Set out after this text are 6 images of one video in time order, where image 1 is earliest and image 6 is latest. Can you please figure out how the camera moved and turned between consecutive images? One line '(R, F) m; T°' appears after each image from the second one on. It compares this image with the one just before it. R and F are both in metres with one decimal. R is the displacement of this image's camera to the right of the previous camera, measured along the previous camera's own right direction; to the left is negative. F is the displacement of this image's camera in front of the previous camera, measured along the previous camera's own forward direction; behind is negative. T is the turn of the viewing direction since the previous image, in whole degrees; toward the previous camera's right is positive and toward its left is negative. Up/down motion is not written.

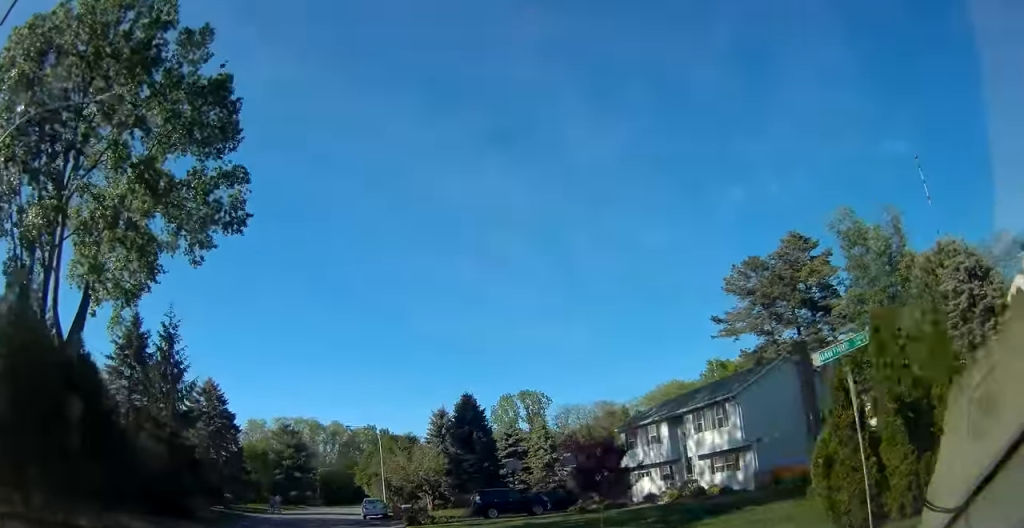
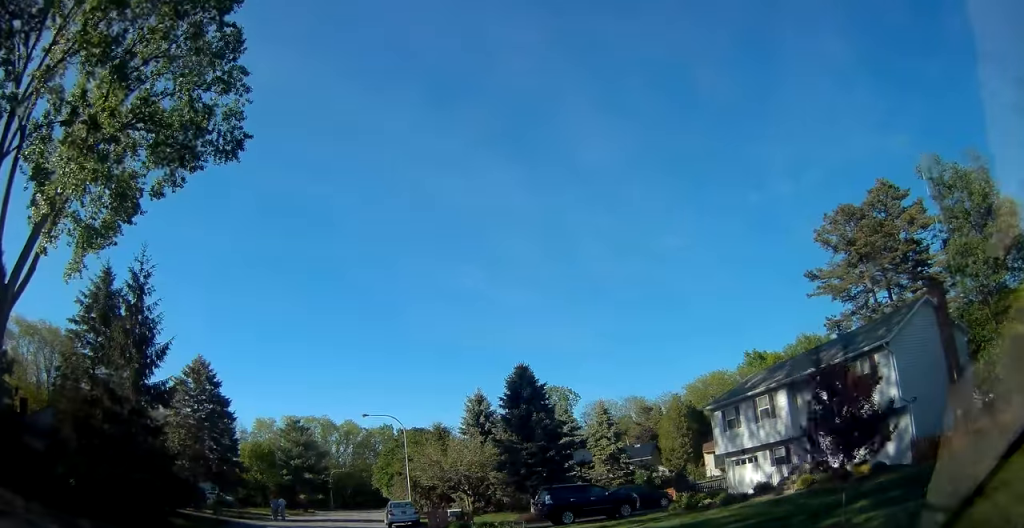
(-0.2, +9.4) m; -1°
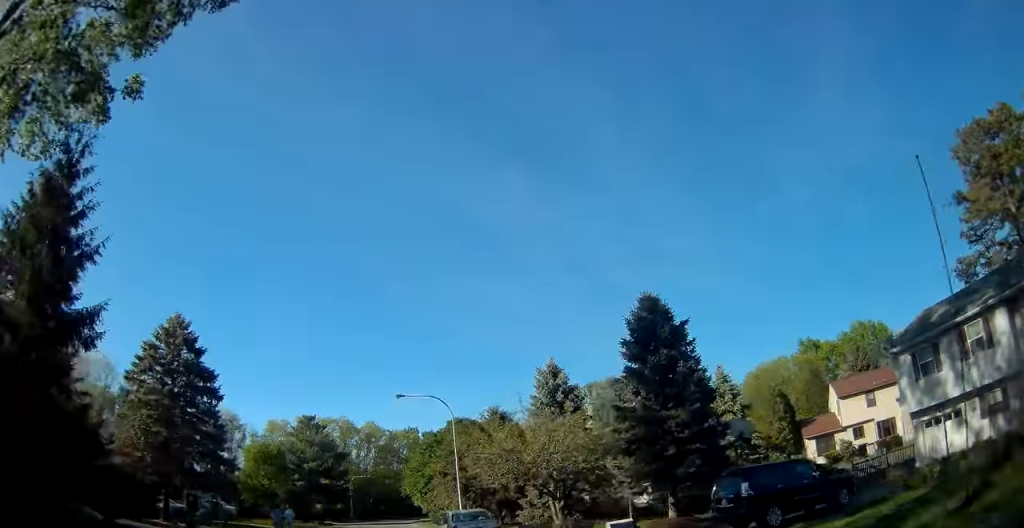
(-0.2, +12.1) m; -1°
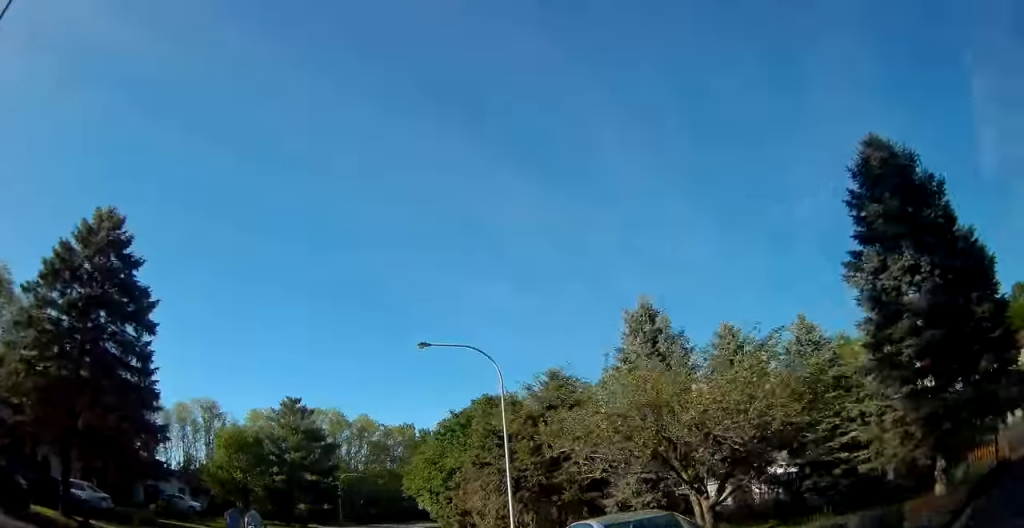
(0.0, +11.9) m; 0°
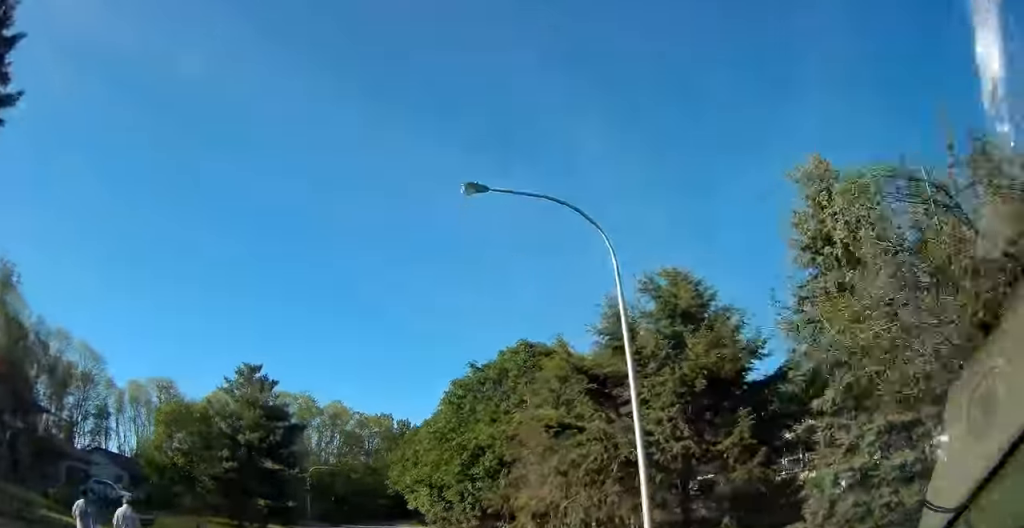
(0.0, +12.2) m; +1°
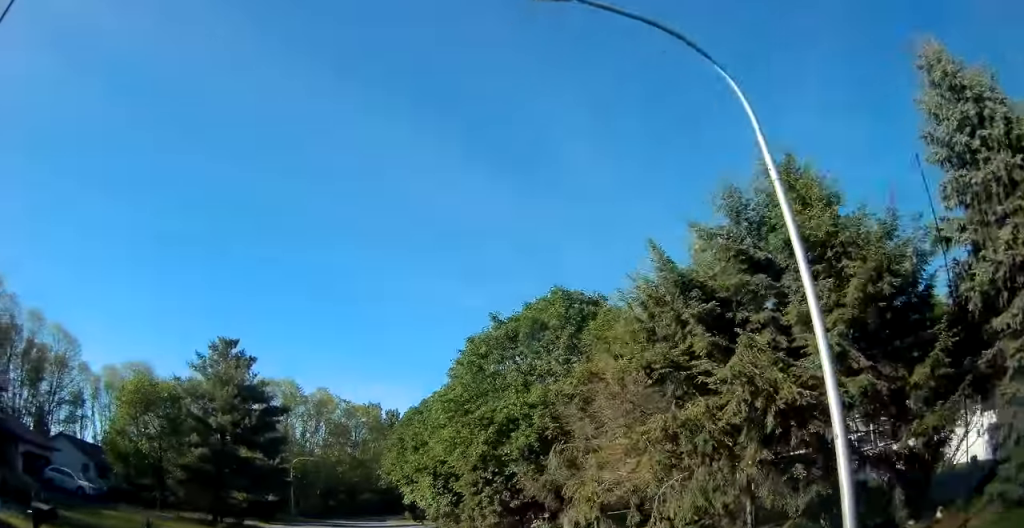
(-0.1, +5.5) m; +1°
